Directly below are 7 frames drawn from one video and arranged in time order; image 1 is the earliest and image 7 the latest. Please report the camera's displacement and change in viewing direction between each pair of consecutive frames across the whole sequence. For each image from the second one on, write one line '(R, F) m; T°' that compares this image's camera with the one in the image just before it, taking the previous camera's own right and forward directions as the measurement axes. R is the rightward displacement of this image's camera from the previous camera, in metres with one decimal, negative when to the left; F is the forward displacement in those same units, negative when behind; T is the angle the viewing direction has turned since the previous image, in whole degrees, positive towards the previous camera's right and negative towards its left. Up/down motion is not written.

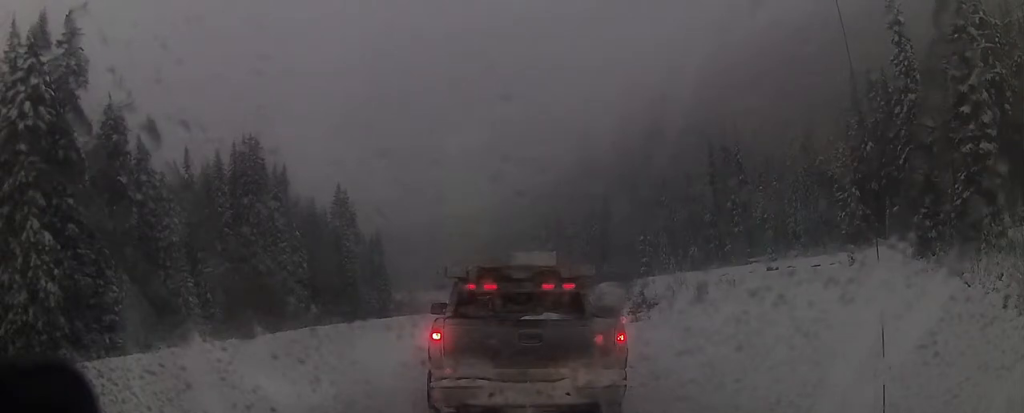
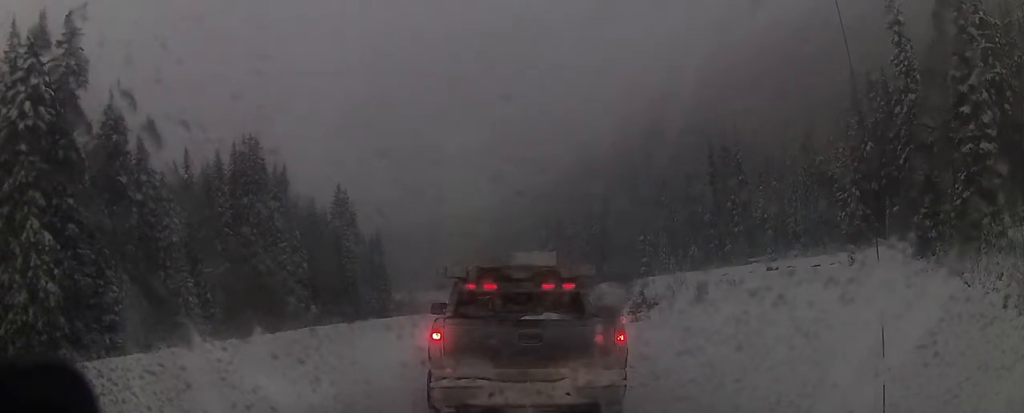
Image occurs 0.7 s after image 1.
(0.0, 0.0) m; 0°
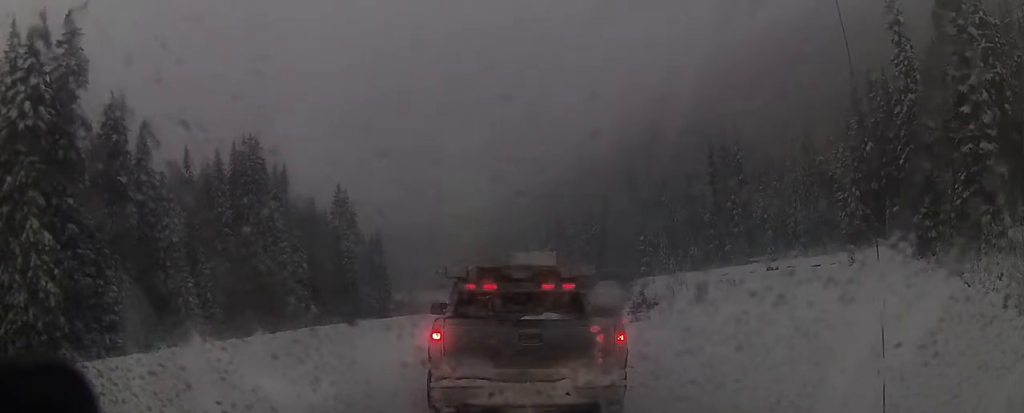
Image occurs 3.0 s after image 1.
(0.0, 0.0) m; 0°
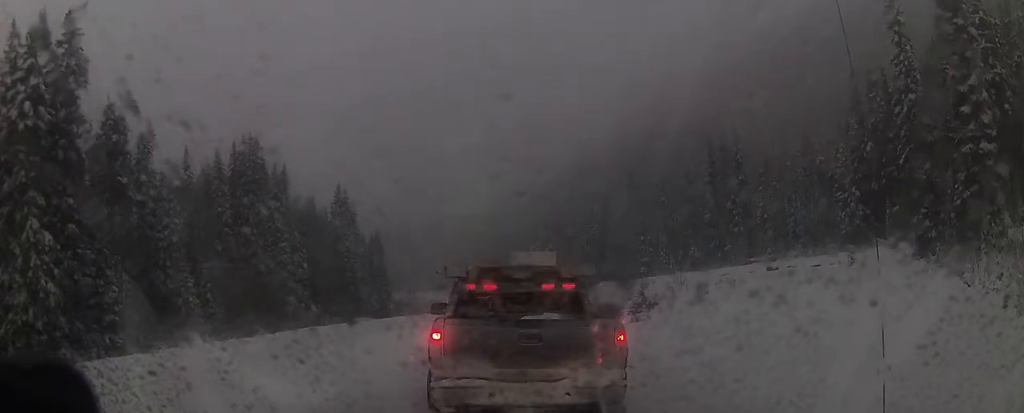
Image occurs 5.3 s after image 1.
(0.0, 0.0) m; 0°
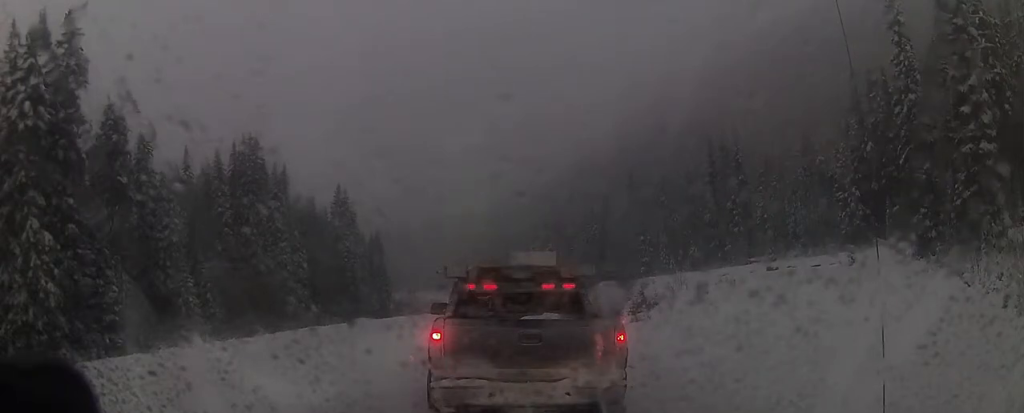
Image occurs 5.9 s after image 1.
(0.0, 0.0) m; 0°
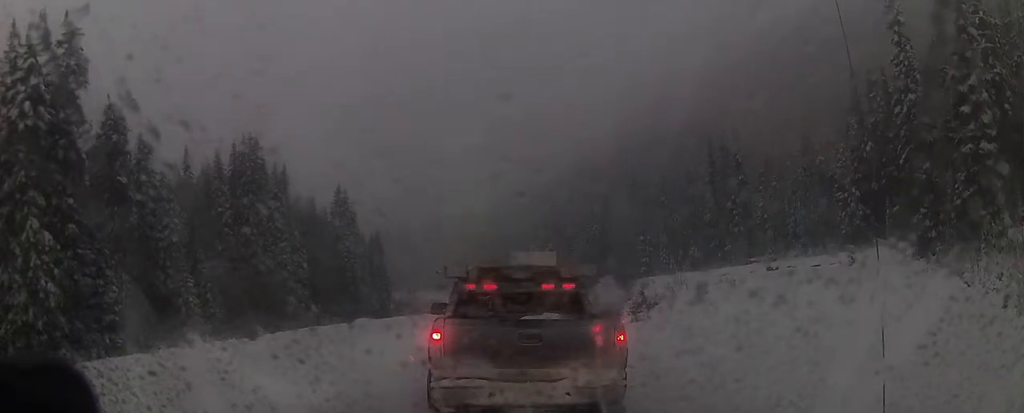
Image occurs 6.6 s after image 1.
(0.0, 0.0) m; 0°
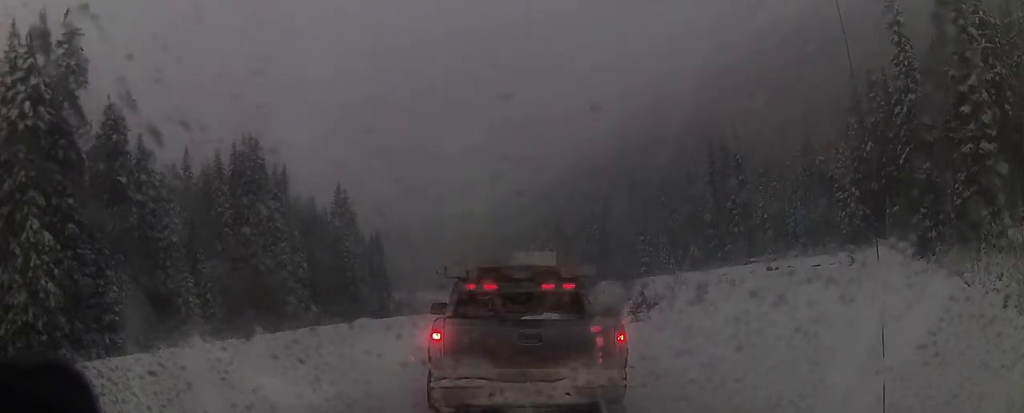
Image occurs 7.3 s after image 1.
(0.0, 0.0) m; 0°
